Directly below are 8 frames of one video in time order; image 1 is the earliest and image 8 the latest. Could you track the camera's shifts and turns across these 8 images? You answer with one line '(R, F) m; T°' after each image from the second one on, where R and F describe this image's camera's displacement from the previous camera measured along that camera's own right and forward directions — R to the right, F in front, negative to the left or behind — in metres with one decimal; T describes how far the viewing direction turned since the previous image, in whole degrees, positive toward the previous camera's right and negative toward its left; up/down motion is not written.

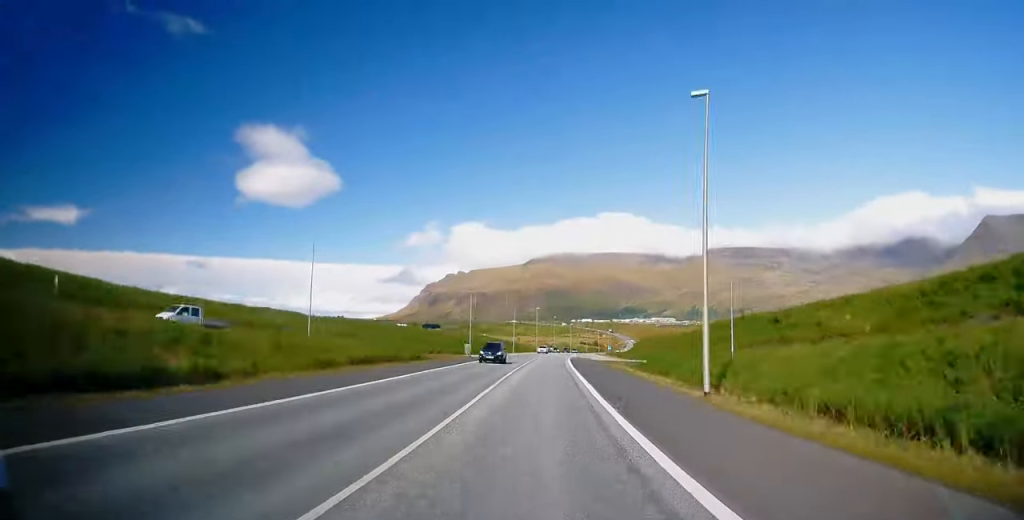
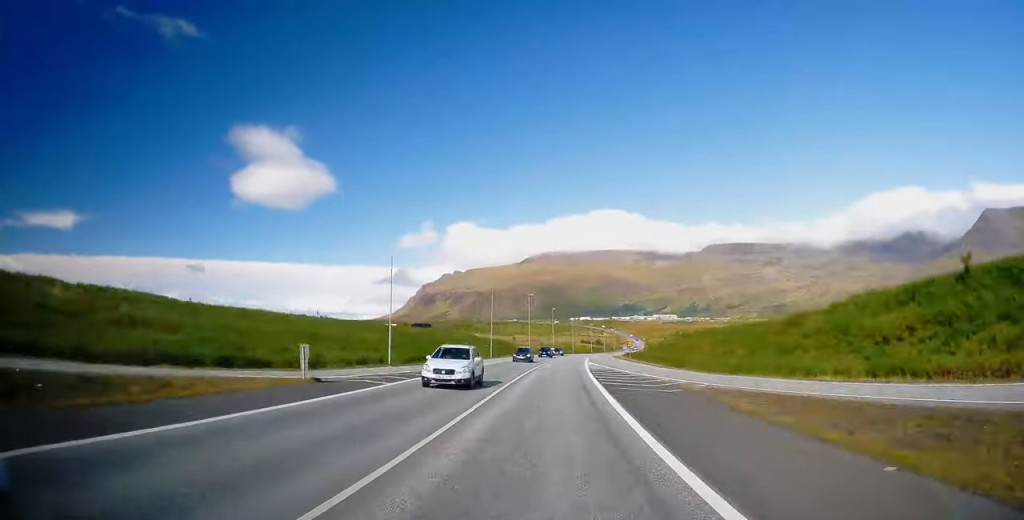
(-0.3, +43.3) m; +1°
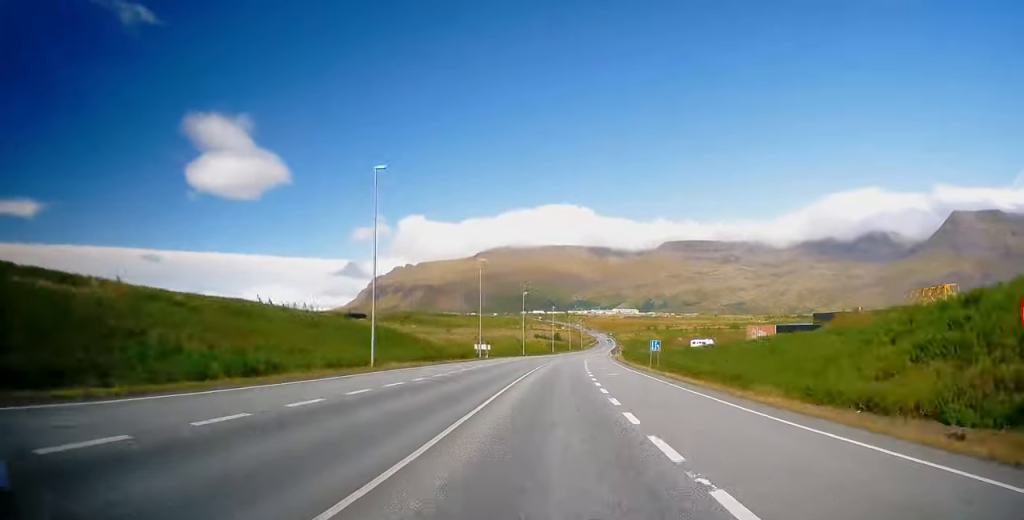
(+2.7, +86.2) m; +4°
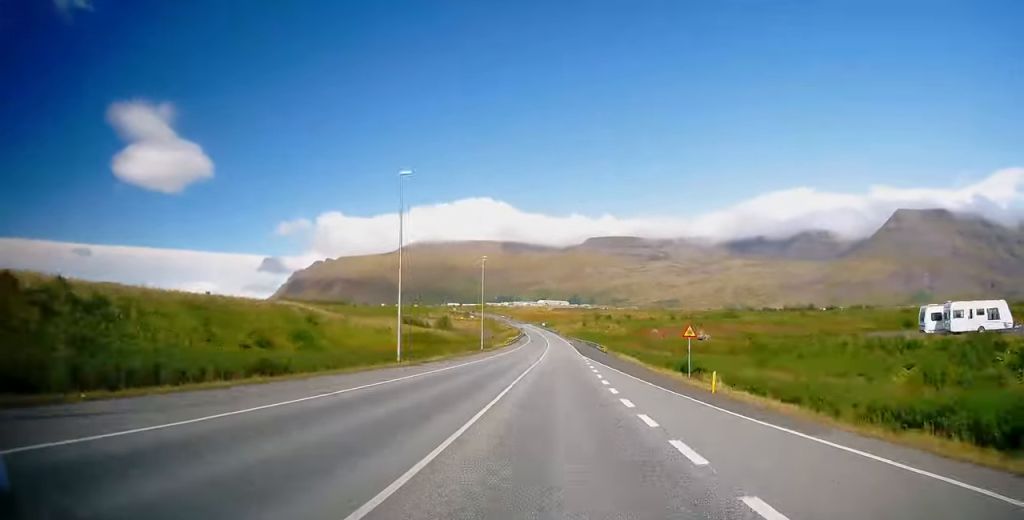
(+9.2, +148.8) m; +5°
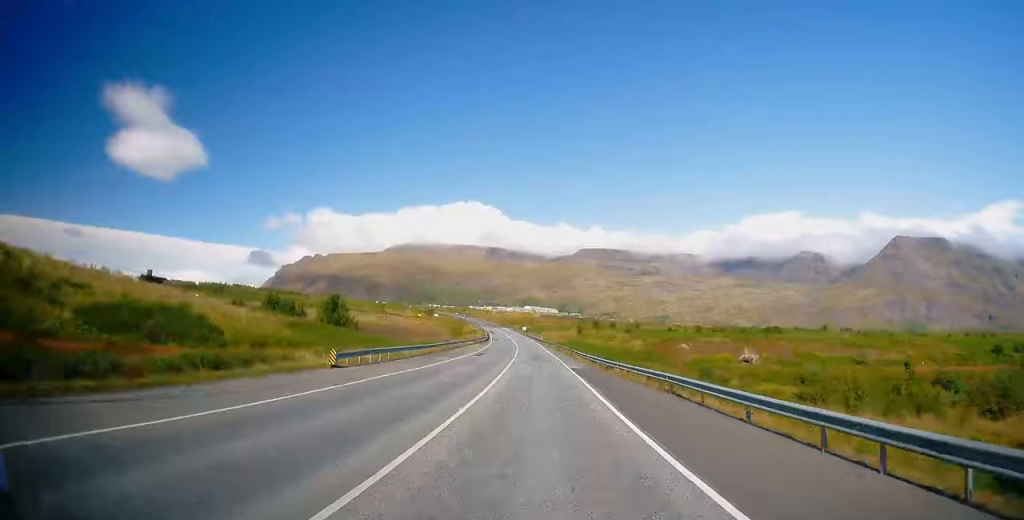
(+0.4, +72.2) m; -1°
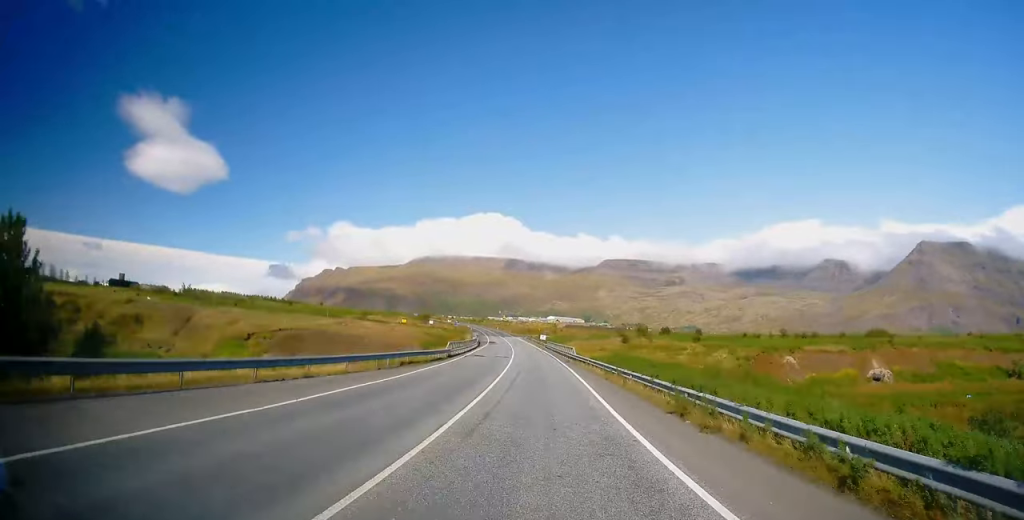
(-0.4, +60.6) m; -2°
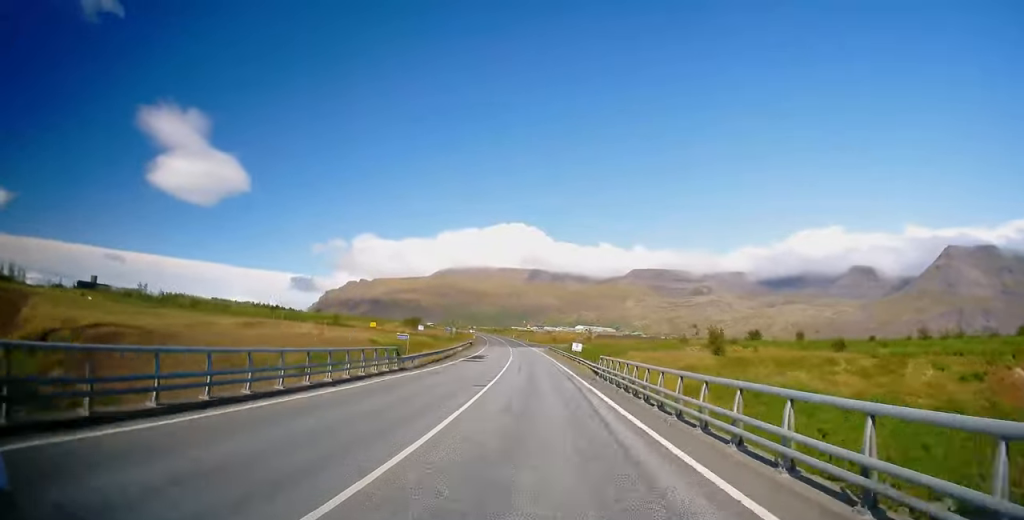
(-1.2, +54.5) m; -3°
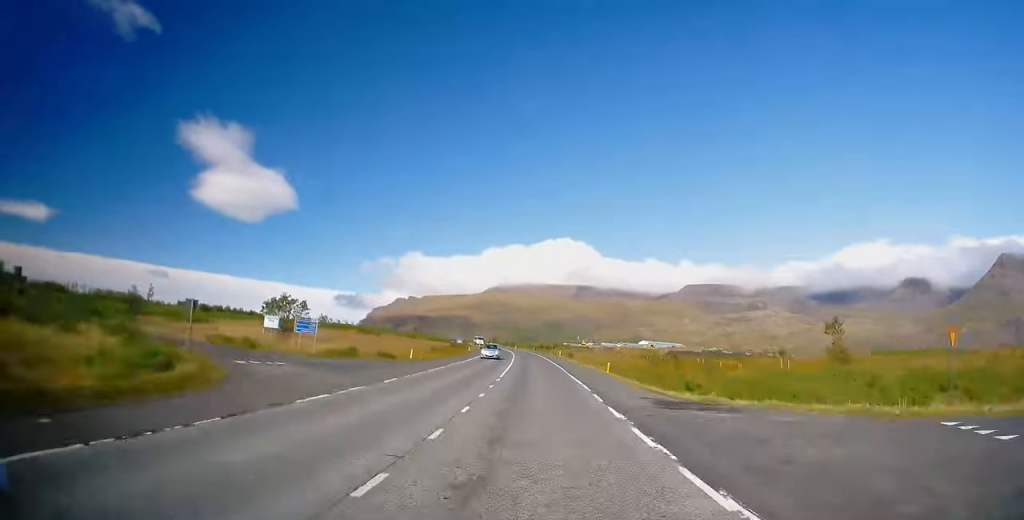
(-4.6, +104.8) m; -6°
